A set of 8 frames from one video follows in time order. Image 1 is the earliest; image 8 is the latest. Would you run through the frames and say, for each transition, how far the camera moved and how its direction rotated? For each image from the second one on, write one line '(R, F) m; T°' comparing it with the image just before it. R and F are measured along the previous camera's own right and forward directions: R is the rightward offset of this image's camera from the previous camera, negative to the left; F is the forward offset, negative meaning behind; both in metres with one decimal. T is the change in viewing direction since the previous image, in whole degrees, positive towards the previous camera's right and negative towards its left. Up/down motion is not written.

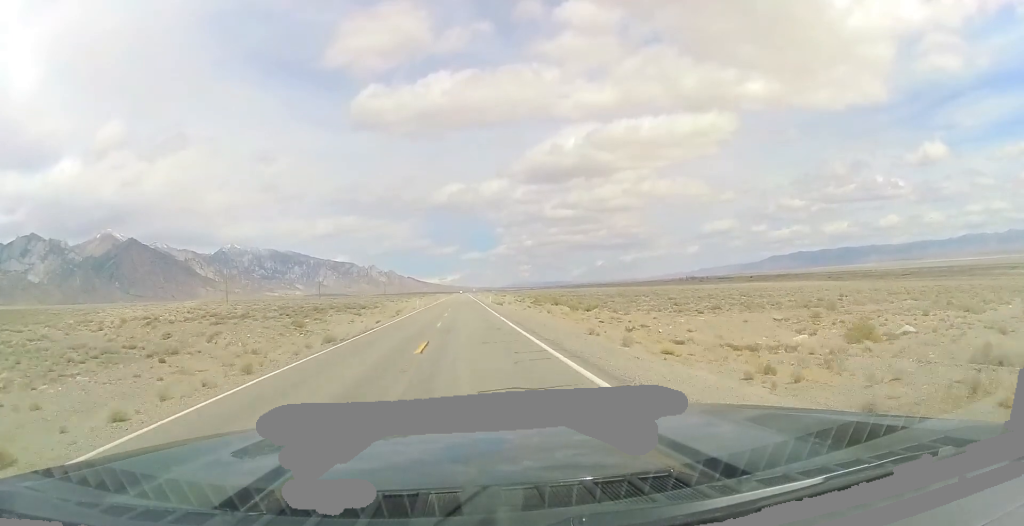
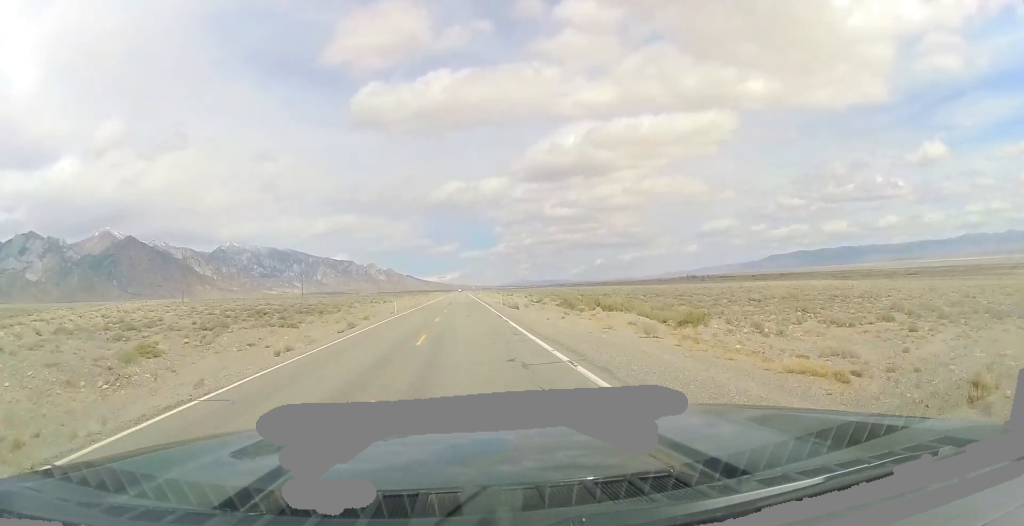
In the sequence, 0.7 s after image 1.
(+0.3, +22.9) m; 0°
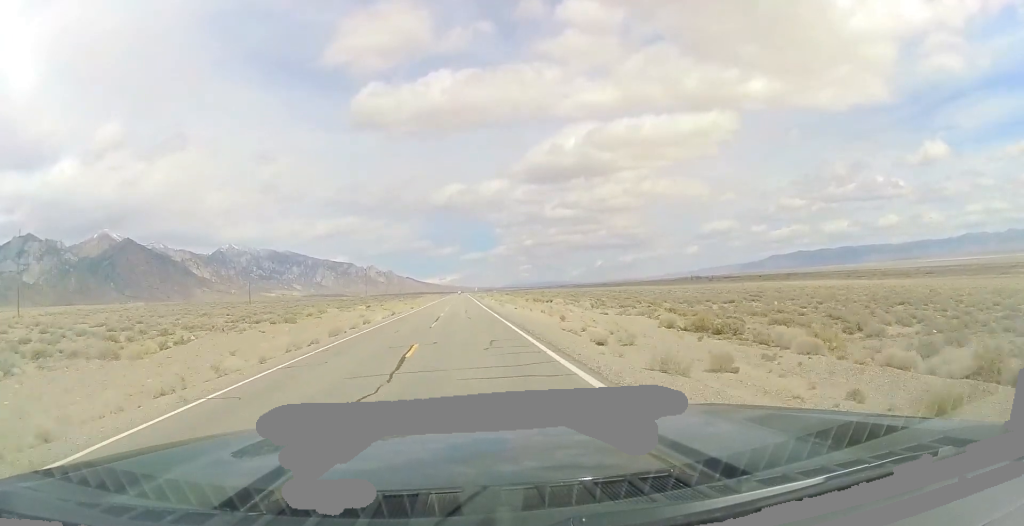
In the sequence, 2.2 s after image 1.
(-0.8, +51.6) m; -1°
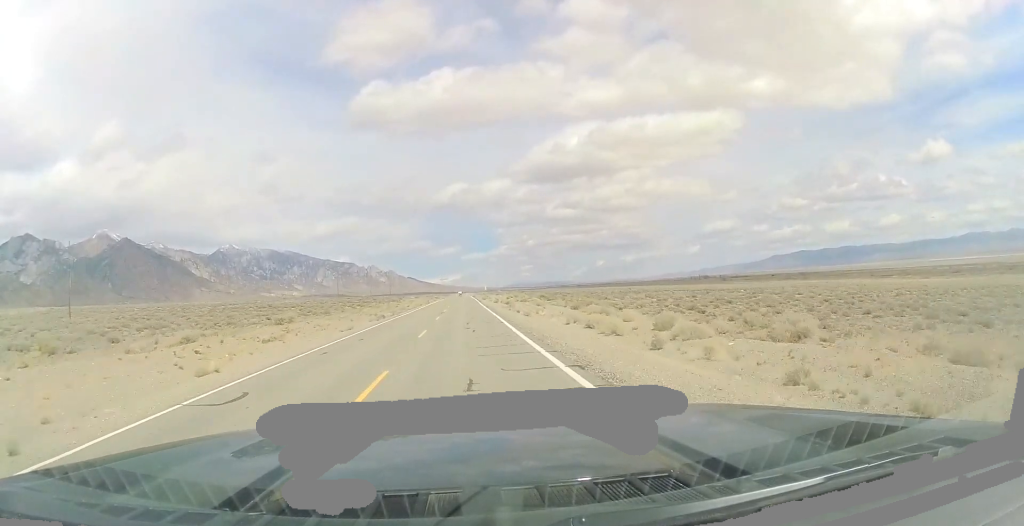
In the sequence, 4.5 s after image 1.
(+1.3, +80.3) m; +1°
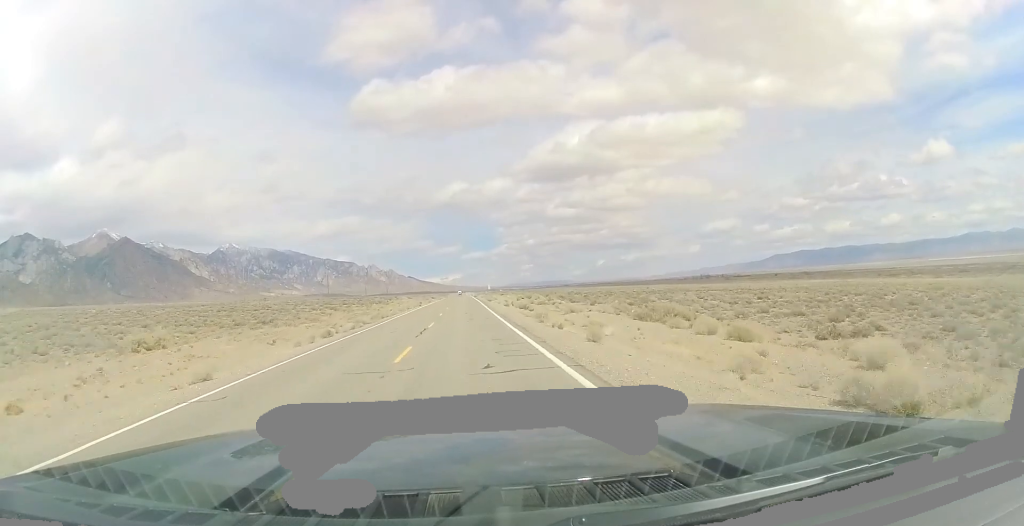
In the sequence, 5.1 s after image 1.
(-0.1, +19.5) m; 0°
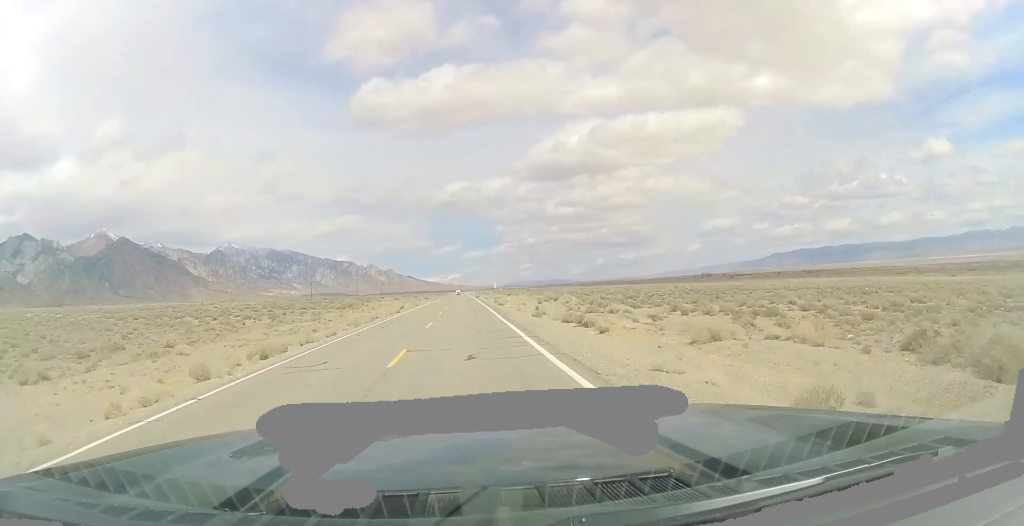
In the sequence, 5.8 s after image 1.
(-0.2, +25.1) m; 0°
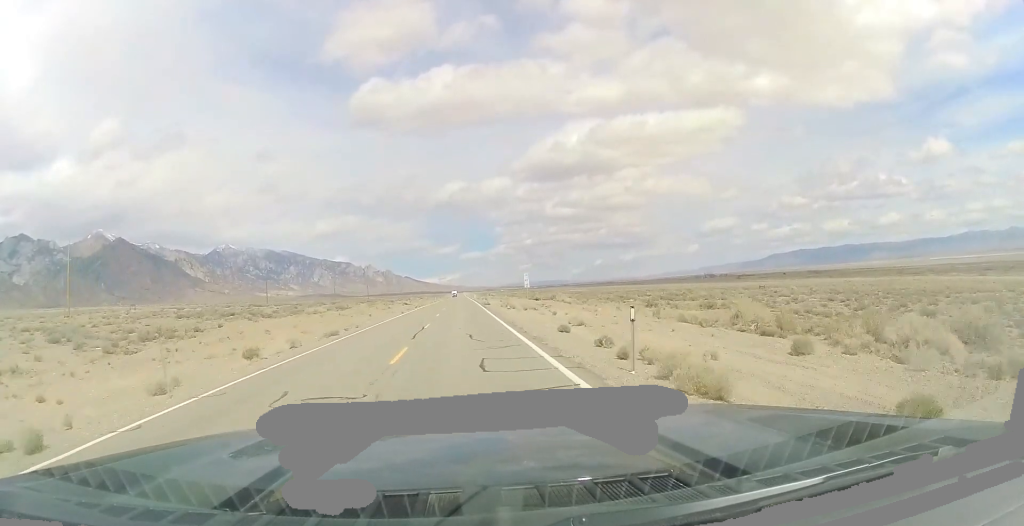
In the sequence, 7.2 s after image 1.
(+0.3, +48.0) m; +1°
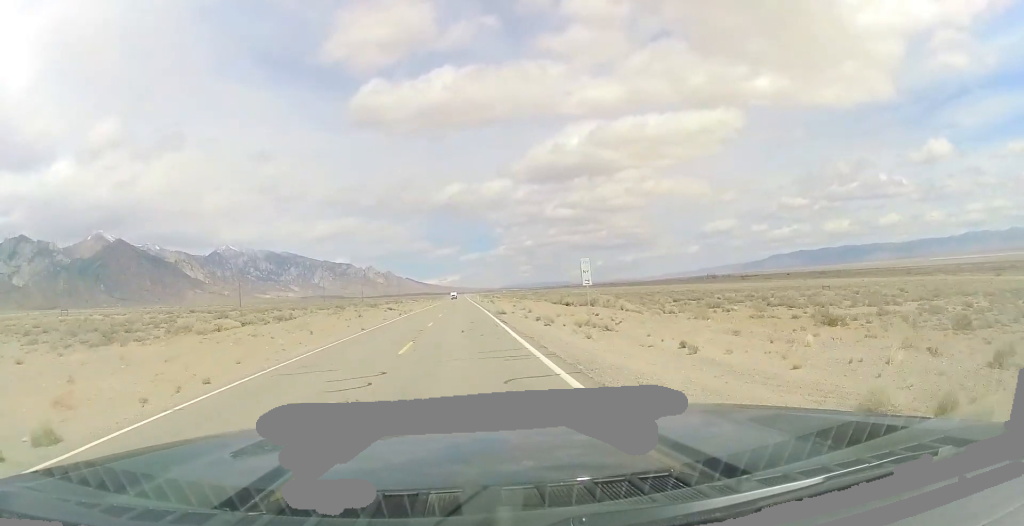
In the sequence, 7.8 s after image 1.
(+0.1, +21.8) m; 0°
